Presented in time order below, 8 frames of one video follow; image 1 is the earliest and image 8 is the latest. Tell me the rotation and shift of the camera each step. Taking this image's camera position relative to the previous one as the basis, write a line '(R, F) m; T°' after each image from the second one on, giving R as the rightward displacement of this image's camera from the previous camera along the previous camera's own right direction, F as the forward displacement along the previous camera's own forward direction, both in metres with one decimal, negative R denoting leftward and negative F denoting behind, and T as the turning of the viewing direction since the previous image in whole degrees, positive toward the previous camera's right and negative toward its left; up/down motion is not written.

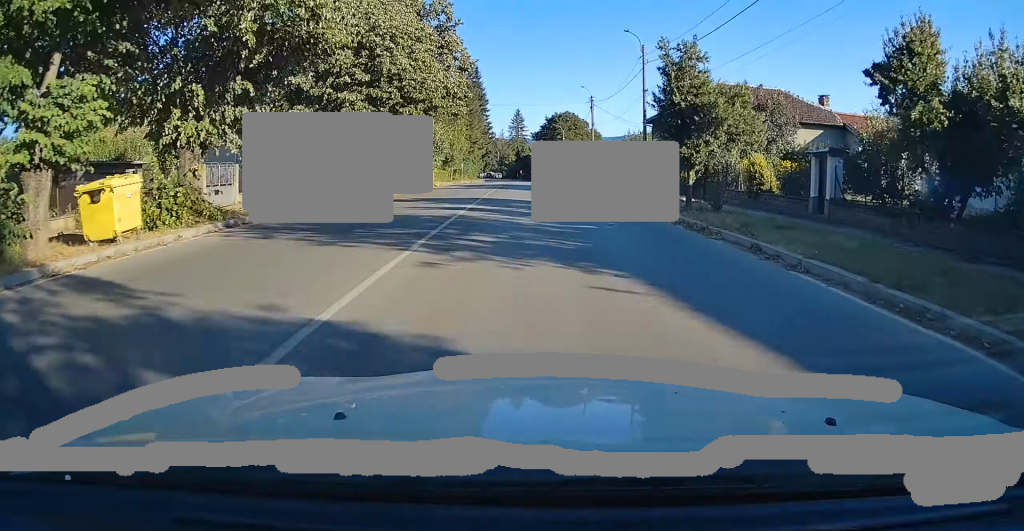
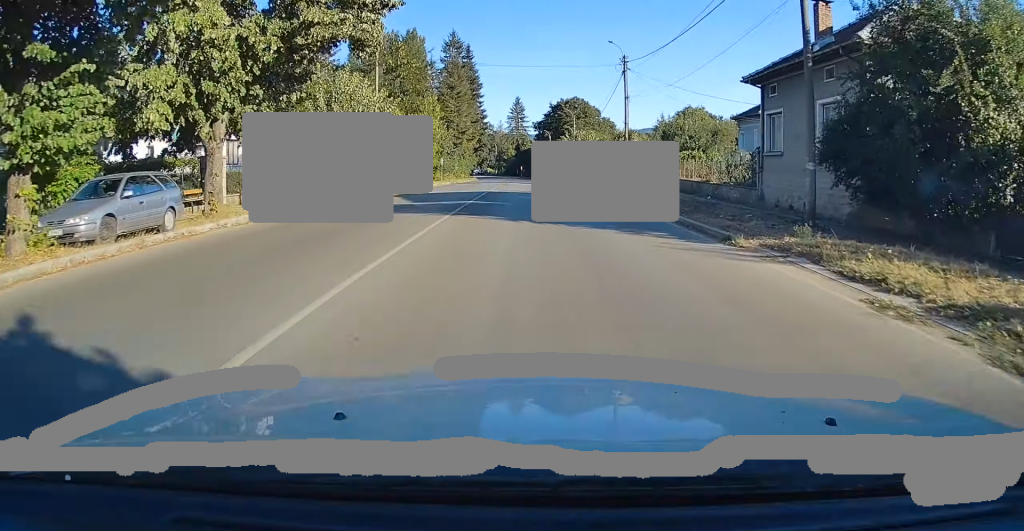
(-0.2, +21.0) m; 0°
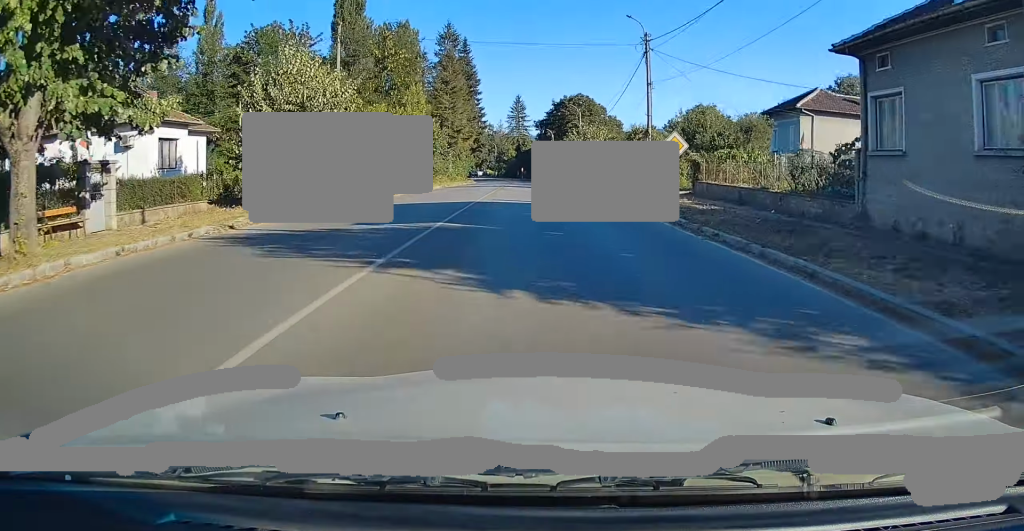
(0.0, +7.5) m; 0°
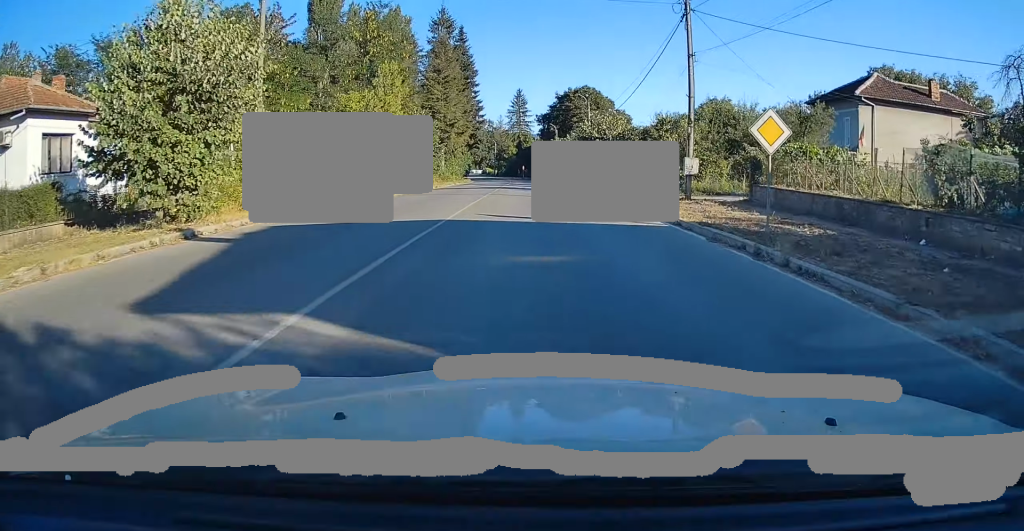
(0.0, +8.6) m; 0°
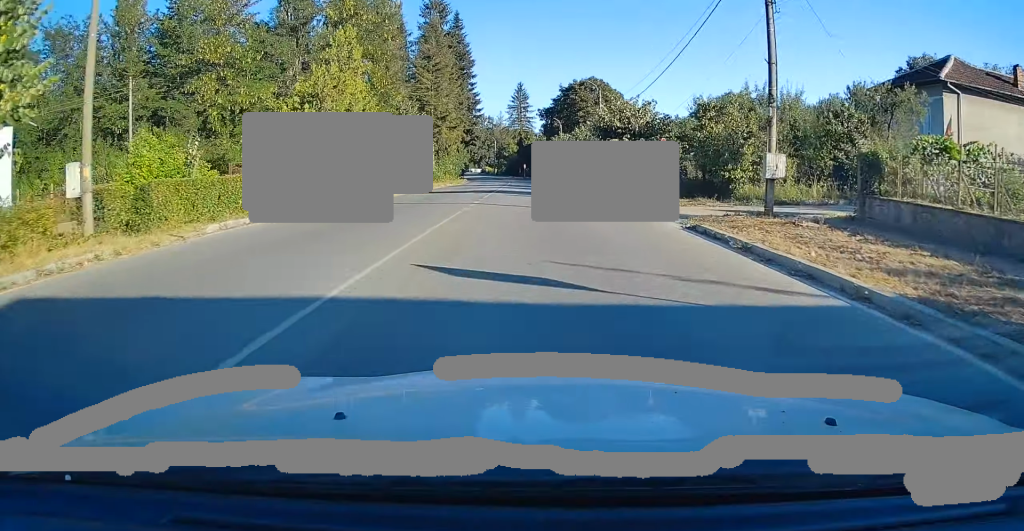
(0.0, +8.6) m; 0°
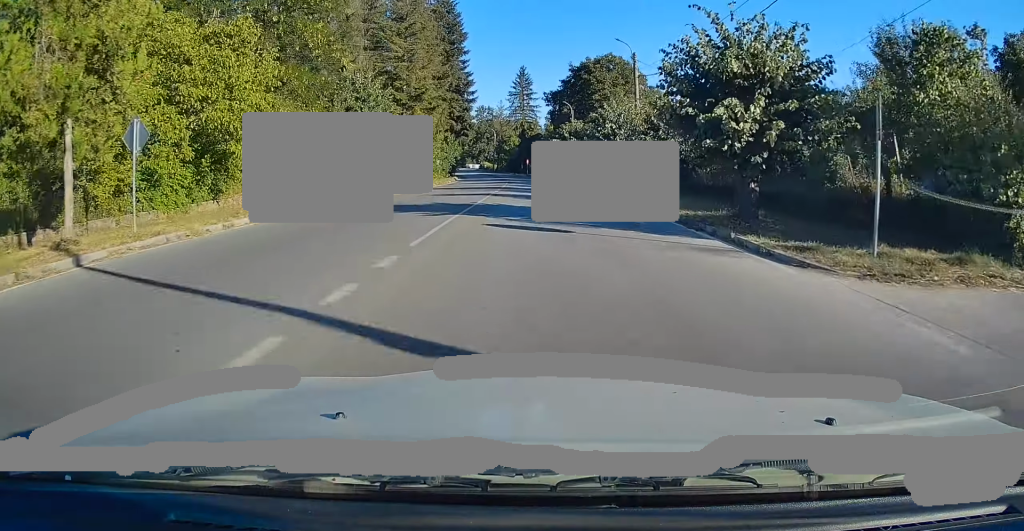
(-0.1, +16.3) m; 0°
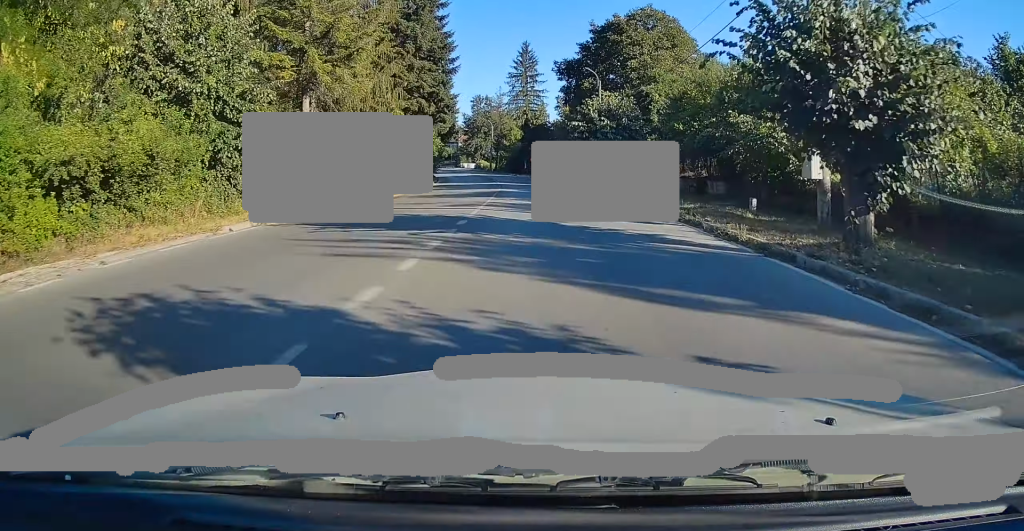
(+0.1, +23.1) m; 0°
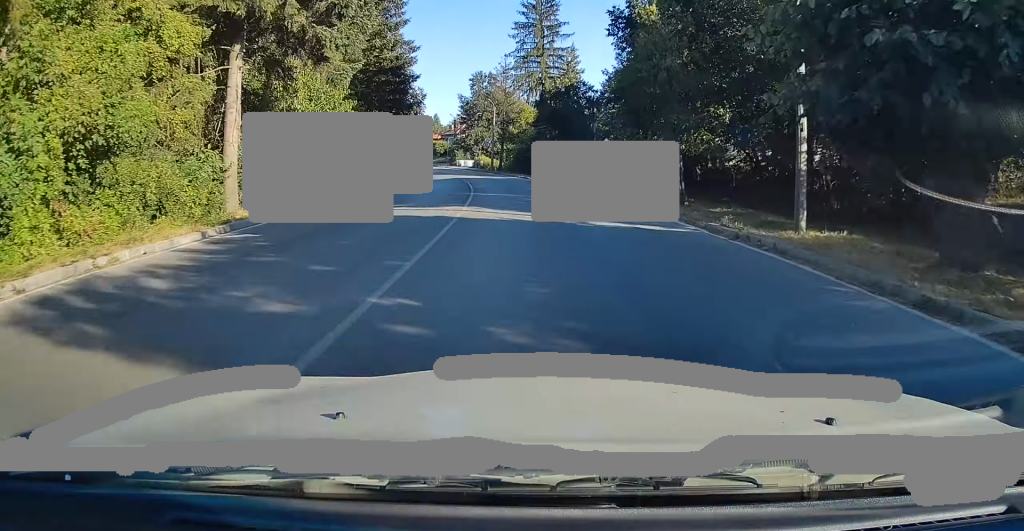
(-0.6, +32.9) m; -2°
